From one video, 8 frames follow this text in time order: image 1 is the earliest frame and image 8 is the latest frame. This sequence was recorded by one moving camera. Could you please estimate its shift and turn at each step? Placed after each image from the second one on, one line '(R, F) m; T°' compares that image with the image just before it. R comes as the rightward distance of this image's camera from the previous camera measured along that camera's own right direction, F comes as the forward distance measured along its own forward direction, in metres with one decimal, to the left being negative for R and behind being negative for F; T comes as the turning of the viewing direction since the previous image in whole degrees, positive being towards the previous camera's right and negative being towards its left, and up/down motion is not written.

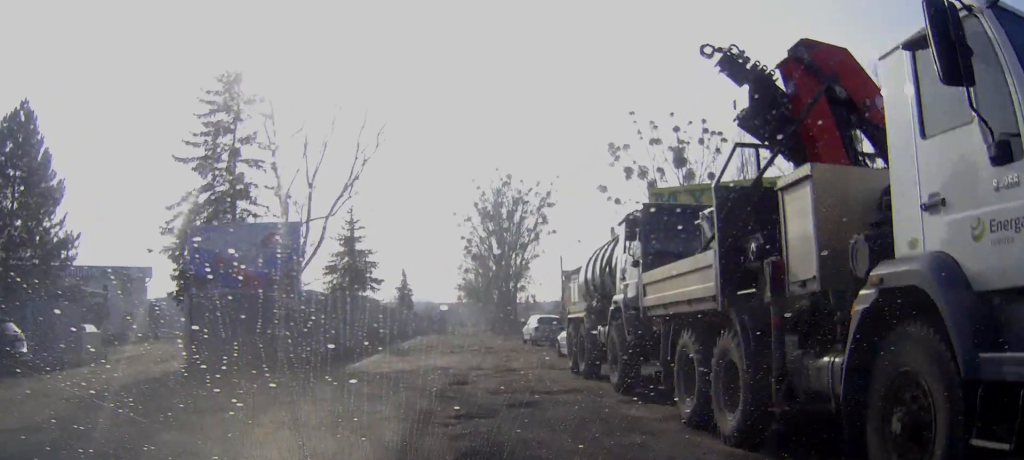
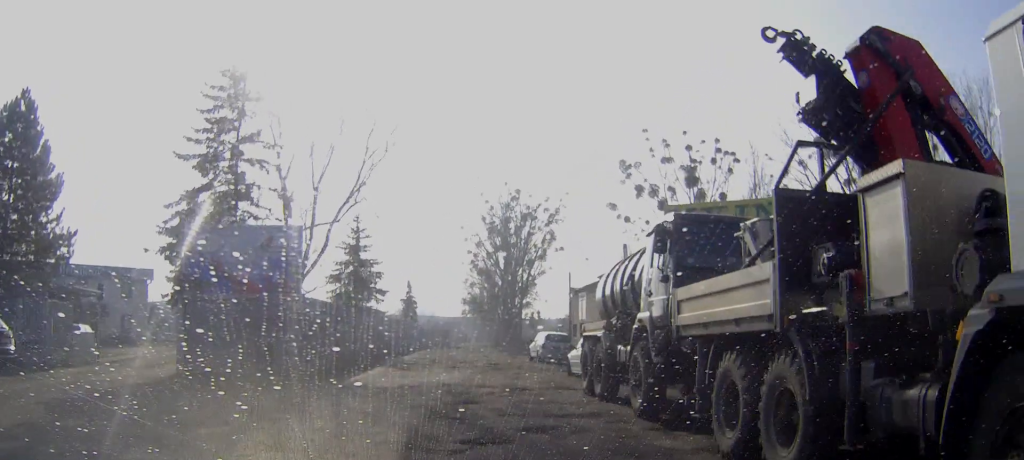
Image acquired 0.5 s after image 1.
(0.0, +1.0) m; 0°
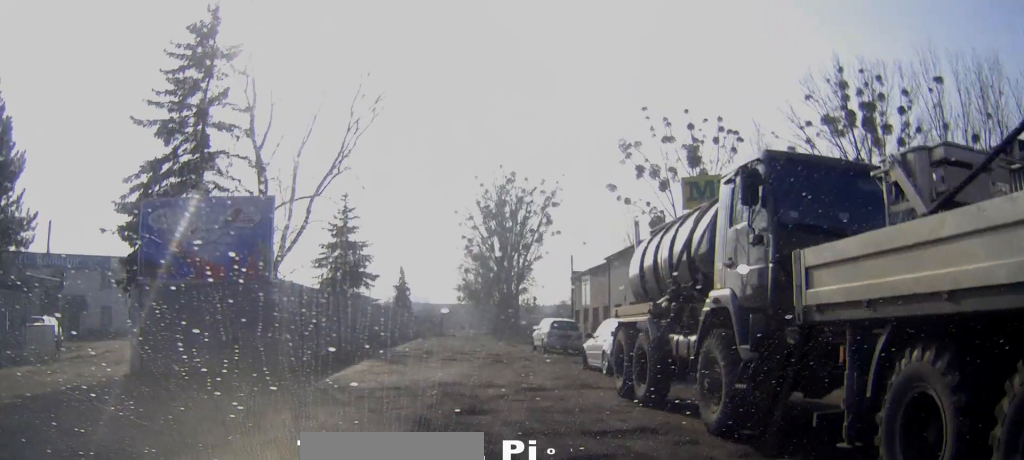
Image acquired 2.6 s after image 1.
(-0.1, +3.4) m; -3°
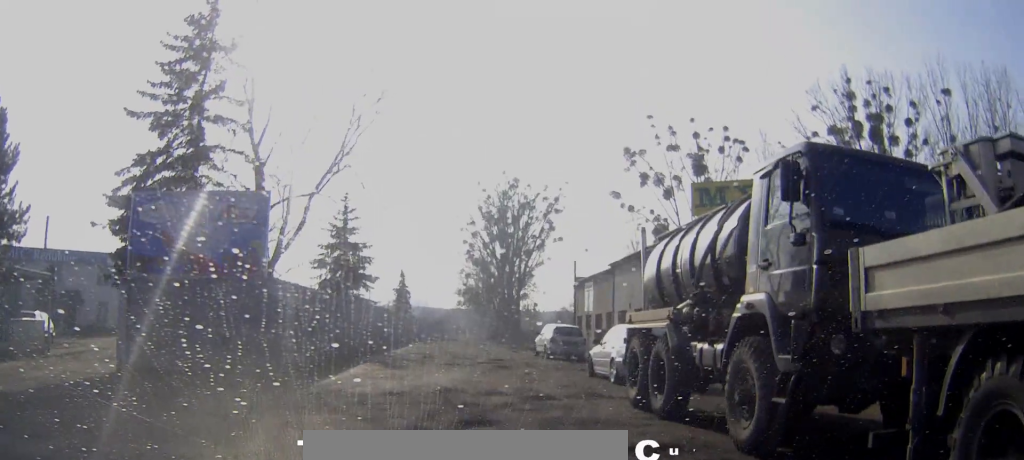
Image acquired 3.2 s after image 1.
(0.0, +0.8) m; 0°
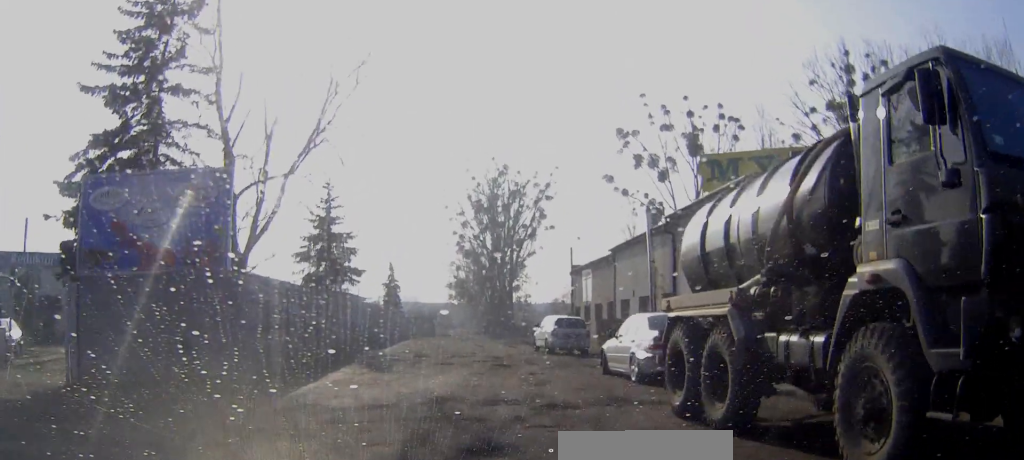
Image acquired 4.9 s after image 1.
(+0.2, +2.2) m; 0°
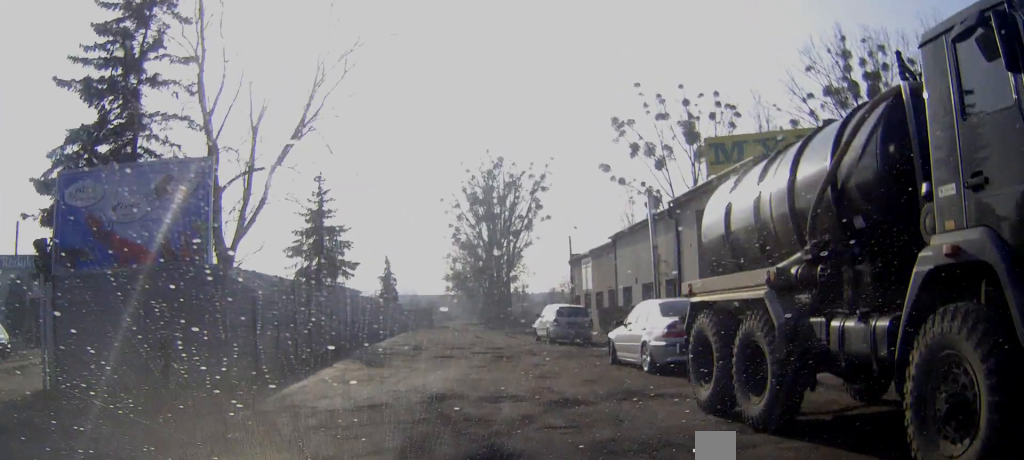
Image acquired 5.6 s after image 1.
(0.0, +0.9) m; 0°
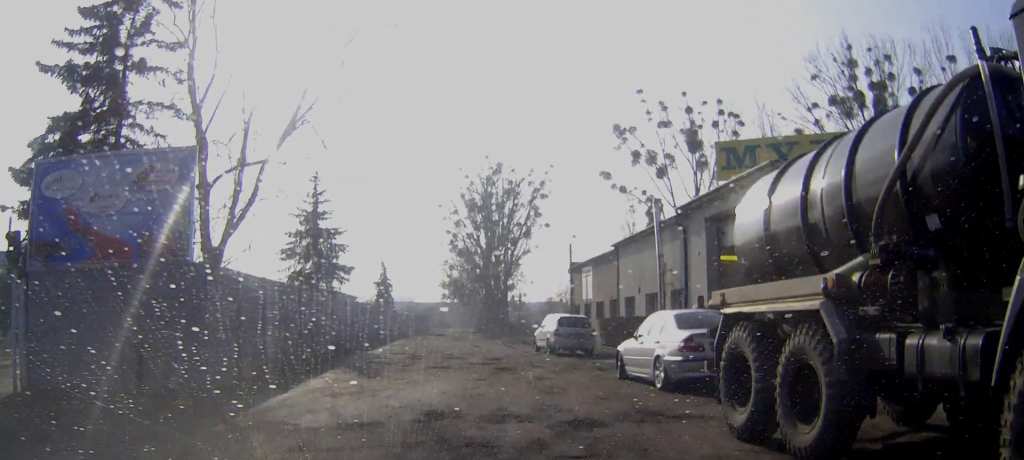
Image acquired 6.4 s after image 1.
(0.0, +1.0) m; +1°
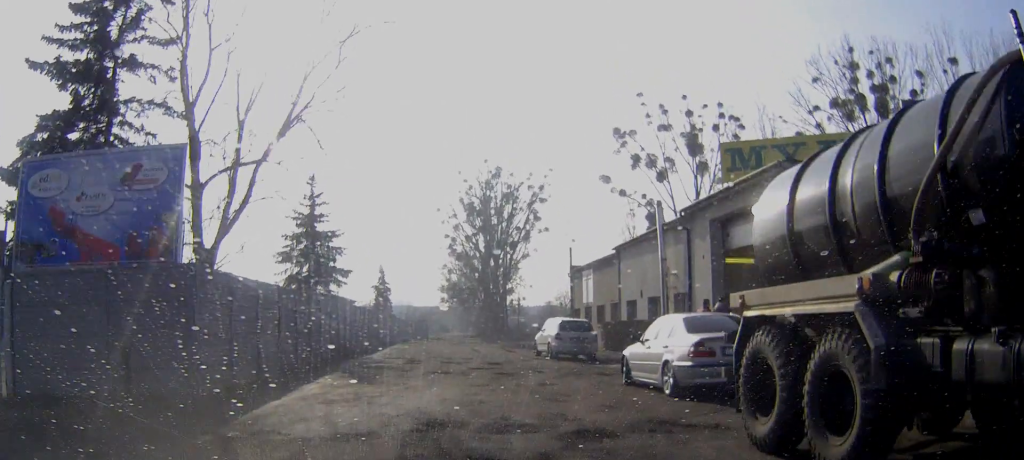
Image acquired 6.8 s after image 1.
(0.0, +0.5) m; +1°
